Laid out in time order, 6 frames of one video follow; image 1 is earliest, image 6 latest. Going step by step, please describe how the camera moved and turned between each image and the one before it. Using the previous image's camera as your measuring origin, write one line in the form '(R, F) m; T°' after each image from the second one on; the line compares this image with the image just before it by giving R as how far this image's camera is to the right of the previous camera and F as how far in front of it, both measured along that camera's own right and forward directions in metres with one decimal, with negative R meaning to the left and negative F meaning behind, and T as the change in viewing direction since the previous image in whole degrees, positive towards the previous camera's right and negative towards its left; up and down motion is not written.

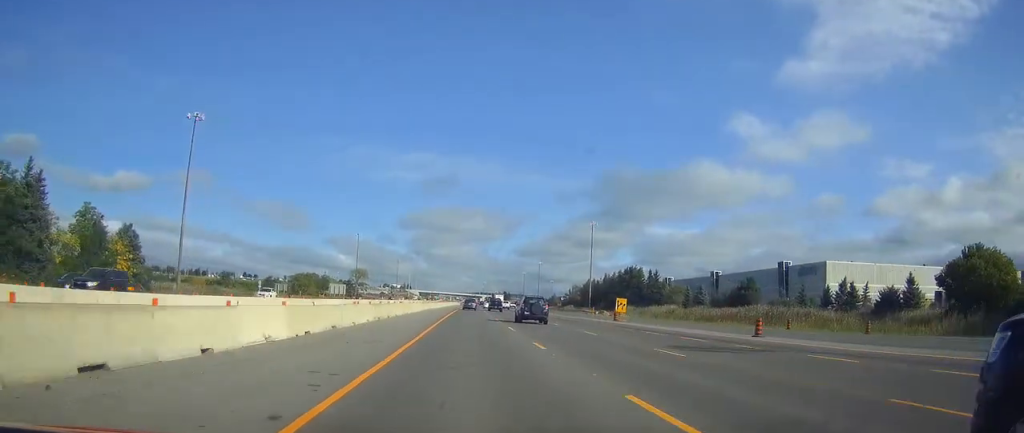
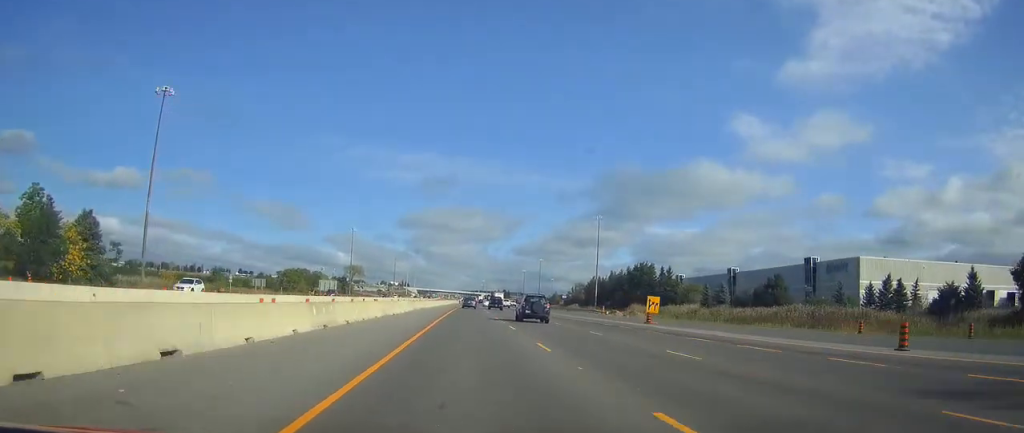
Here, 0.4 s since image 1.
(0.0, +13.5) m; 0°
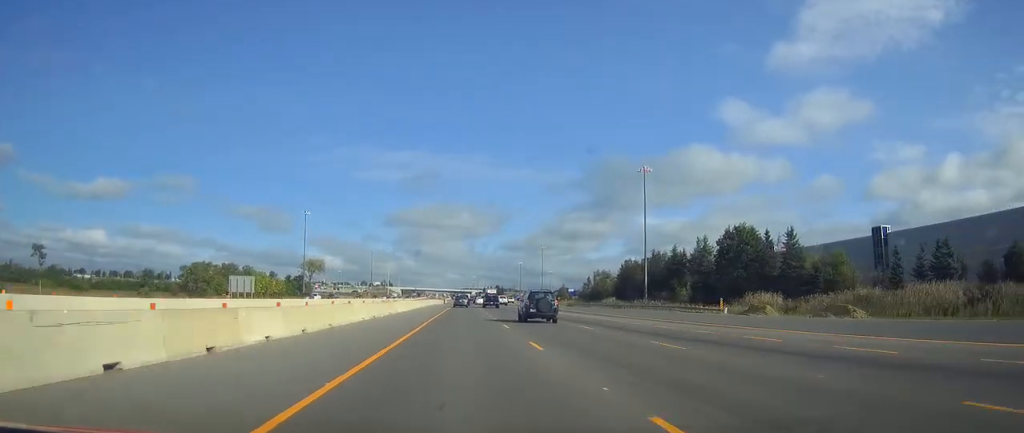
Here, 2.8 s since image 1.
(+0.6, +73.7) m; +1°
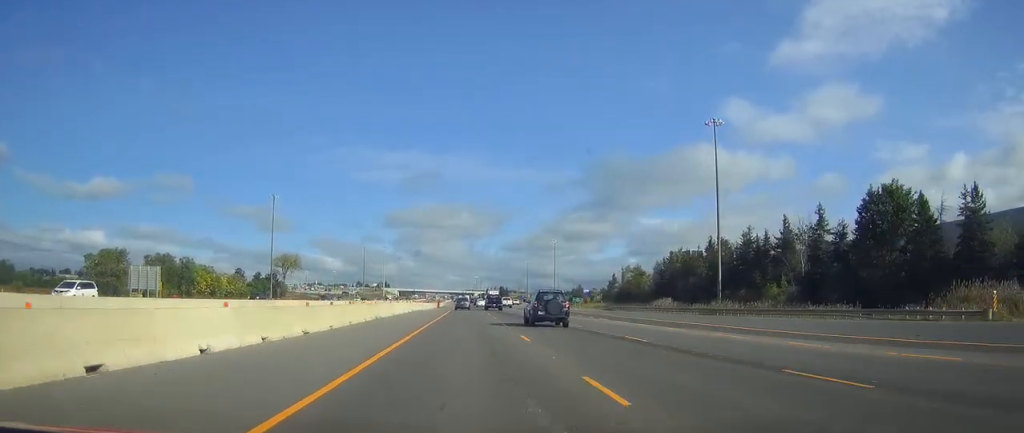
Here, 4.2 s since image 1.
(0.0, +44.8) m; 0°
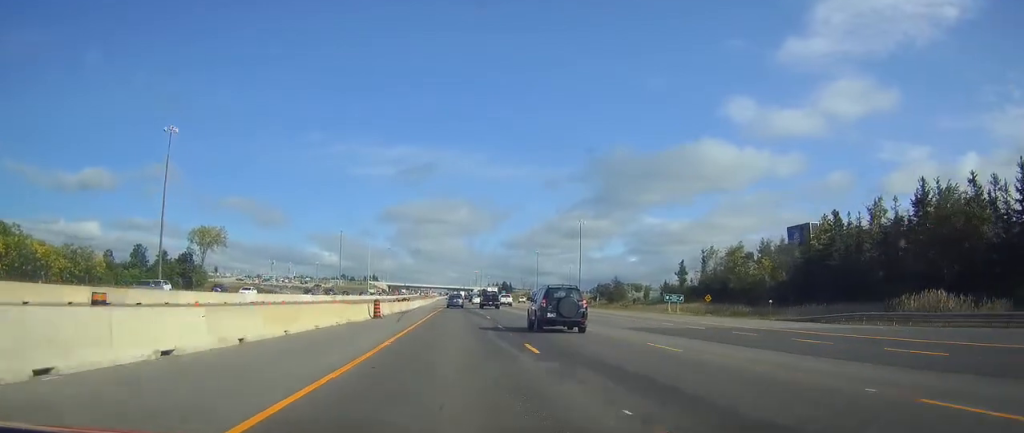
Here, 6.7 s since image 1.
(-0.1, +77.3) m; 0°
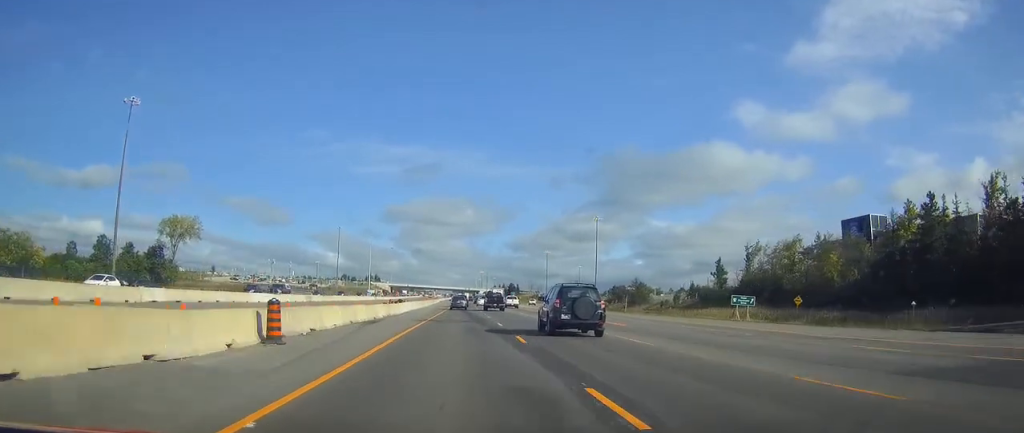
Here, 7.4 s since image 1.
(0.0, +21.0) m; 0°
